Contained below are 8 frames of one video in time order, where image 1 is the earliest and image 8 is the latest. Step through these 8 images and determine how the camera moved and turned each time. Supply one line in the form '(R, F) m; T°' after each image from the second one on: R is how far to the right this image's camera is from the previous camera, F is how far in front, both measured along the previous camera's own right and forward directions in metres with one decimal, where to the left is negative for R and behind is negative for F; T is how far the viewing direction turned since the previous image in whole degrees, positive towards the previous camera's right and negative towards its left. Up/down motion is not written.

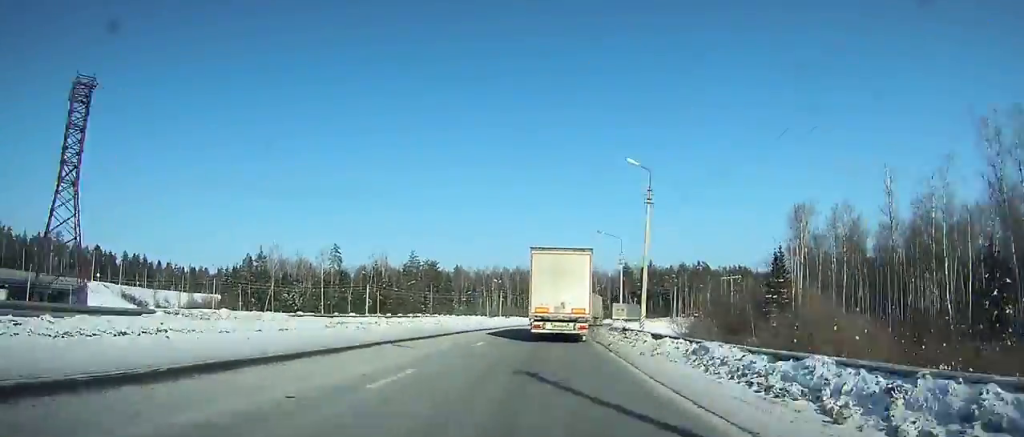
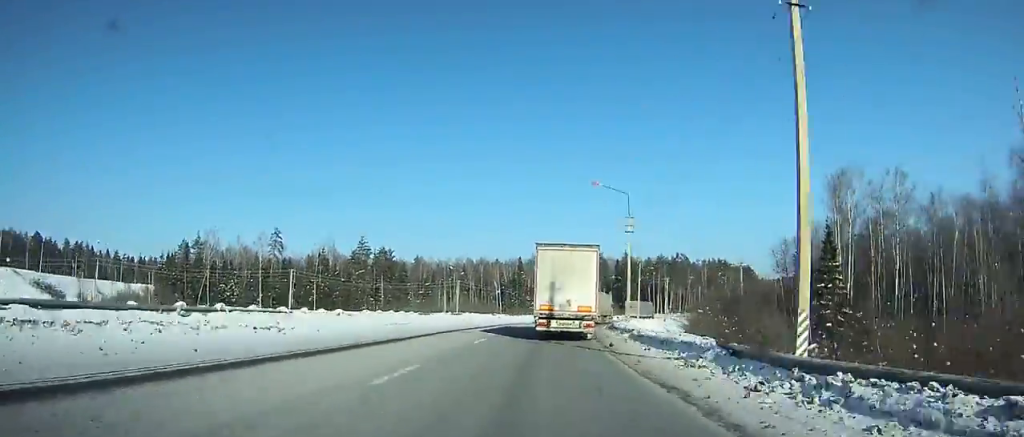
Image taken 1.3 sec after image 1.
(+0.2, +23.0) m; +4°
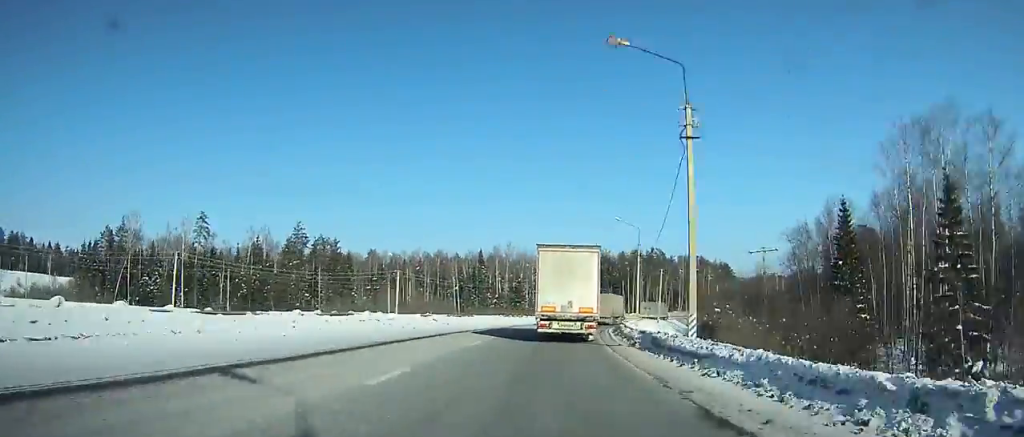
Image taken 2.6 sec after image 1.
(+1.5, +23.0) m; +4°
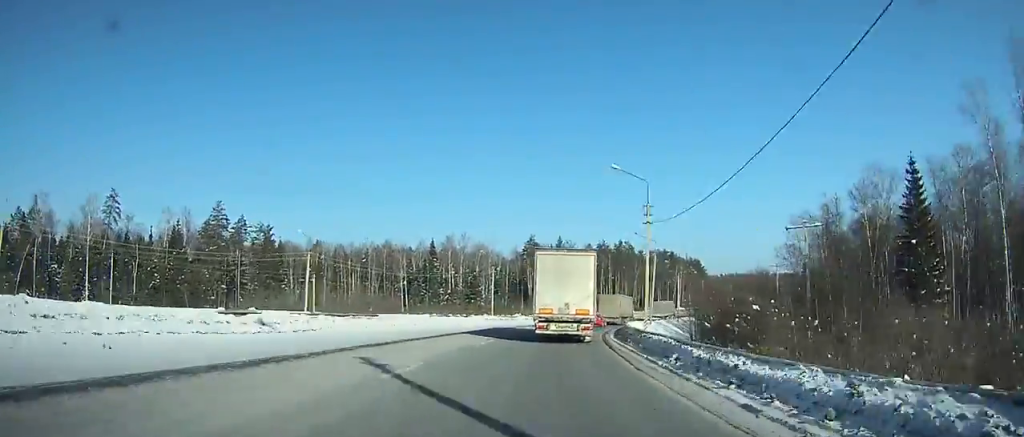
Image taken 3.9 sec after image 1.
(-0.1, +23.1) m; +4°
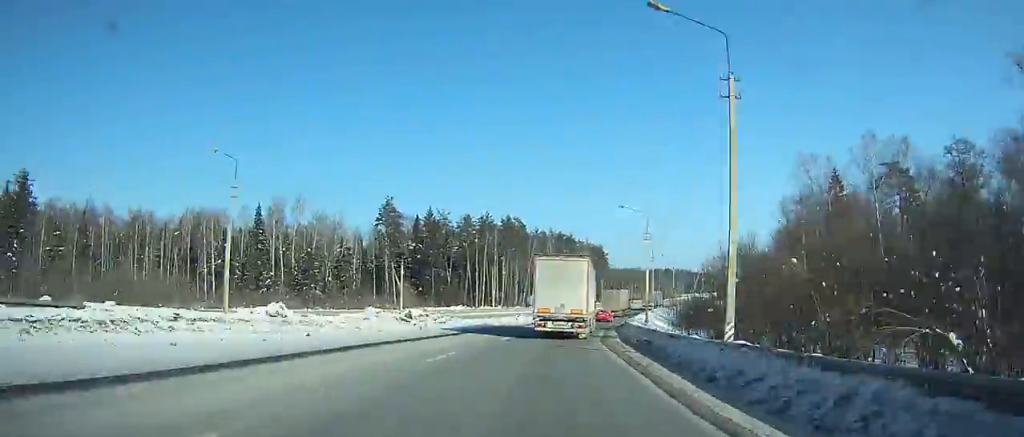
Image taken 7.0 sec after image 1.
(+5.1, +56.0) m; +12°
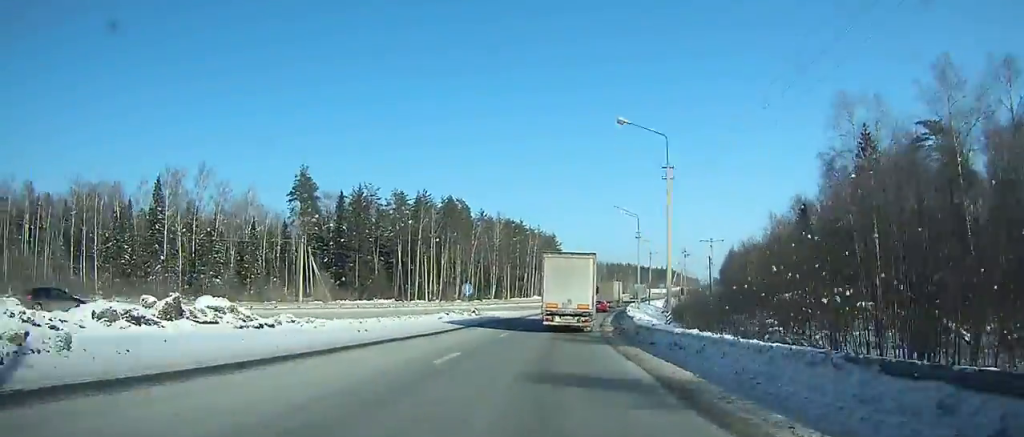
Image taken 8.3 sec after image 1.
(+2.0, +24.2) m; +5°
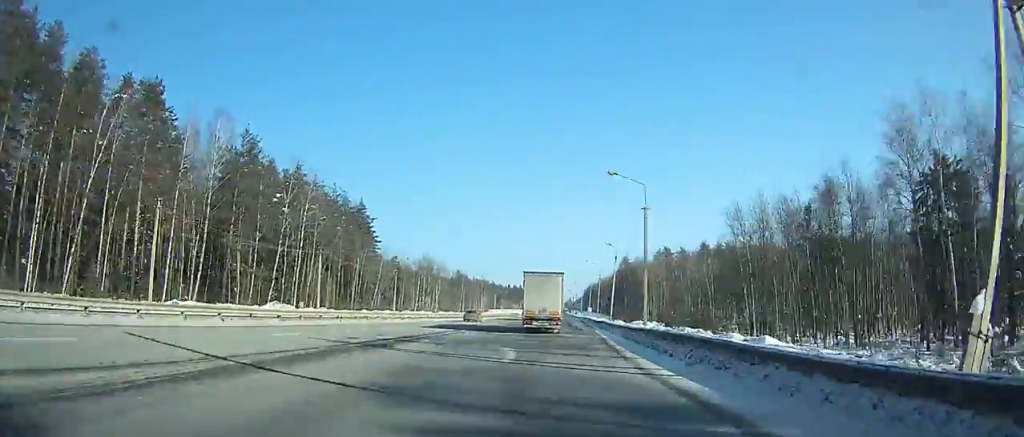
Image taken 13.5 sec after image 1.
(+13.9, +100.7) m; +13°
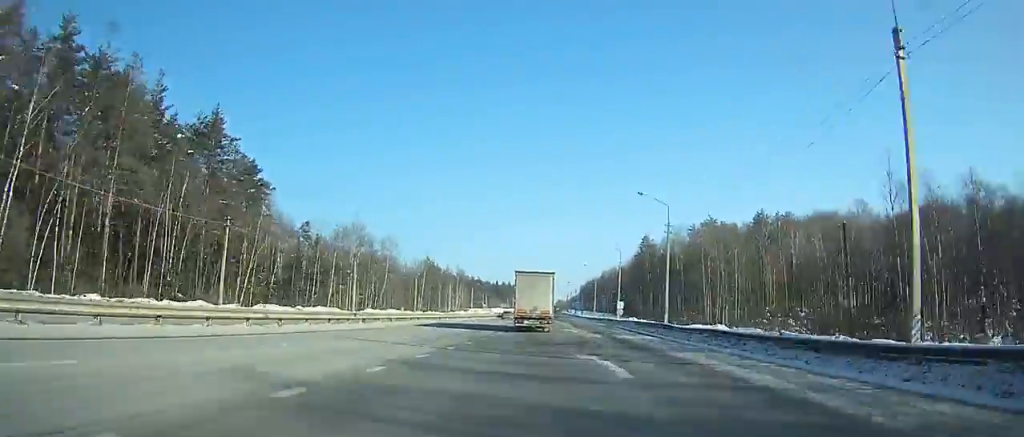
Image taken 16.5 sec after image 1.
(+2.1, +64.0) m; +2°
